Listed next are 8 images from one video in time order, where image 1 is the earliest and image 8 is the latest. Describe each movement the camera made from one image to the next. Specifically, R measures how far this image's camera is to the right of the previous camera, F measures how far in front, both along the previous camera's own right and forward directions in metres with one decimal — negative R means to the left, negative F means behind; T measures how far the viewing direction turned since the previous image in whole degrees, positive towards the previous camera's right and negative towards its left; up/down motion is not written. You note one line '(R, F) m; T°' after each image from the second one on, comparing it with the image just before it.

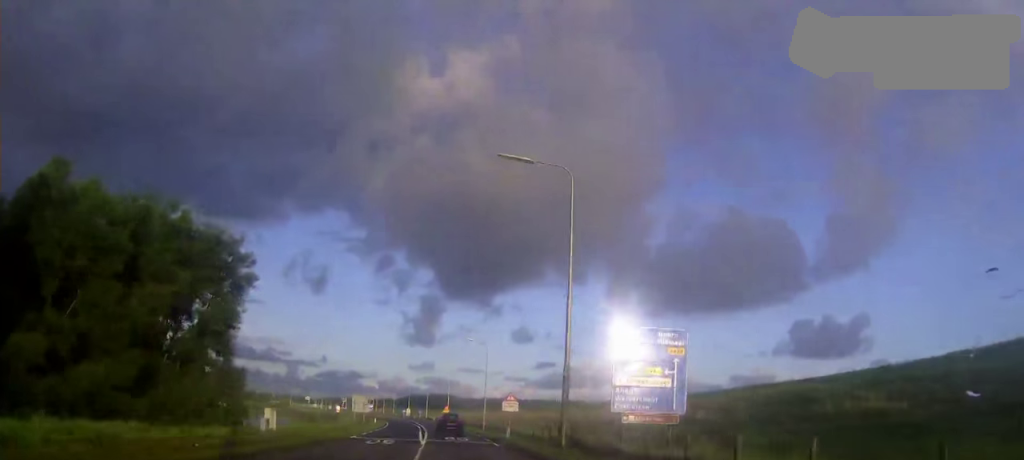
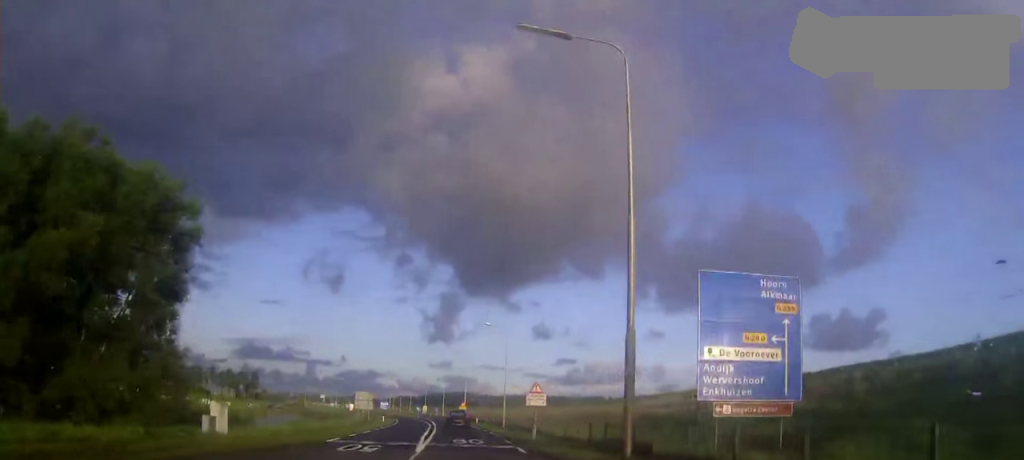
(-0.1, +8.7) m; -1°
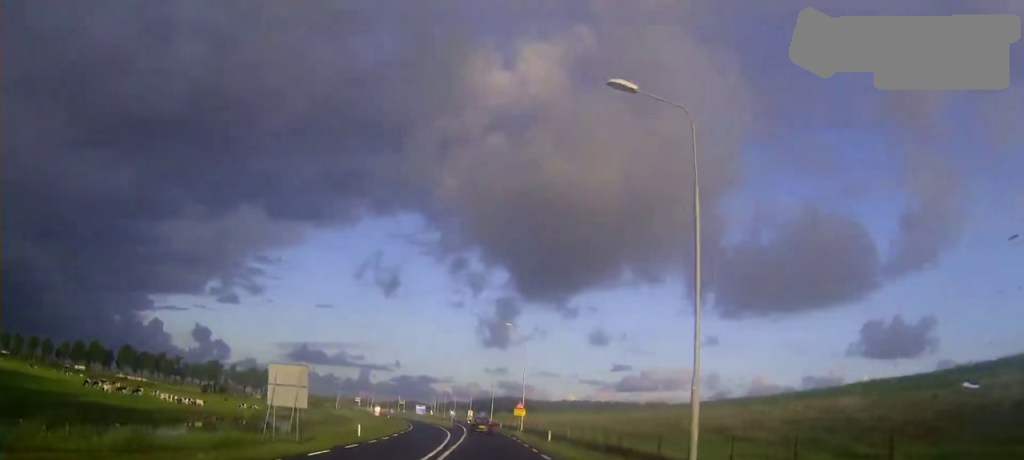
(-2.5, +41.7) m; -6°
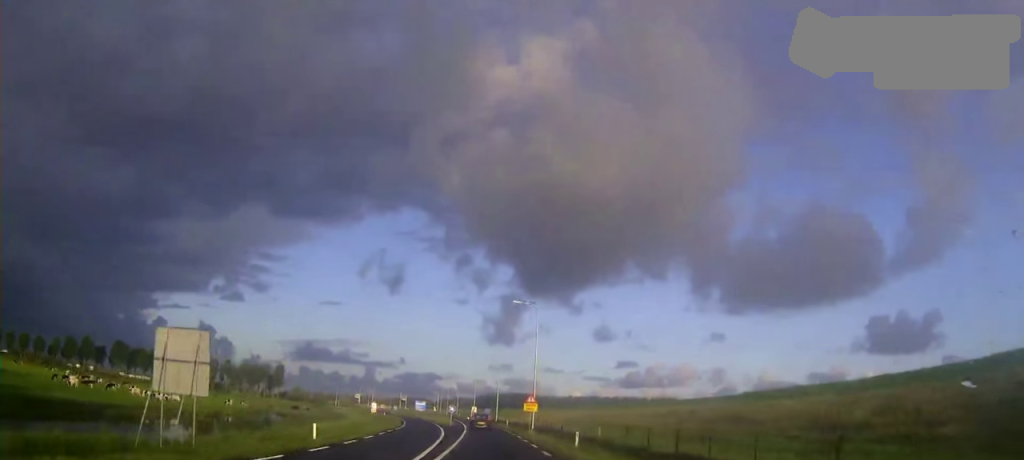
(0.0, +11.3) m; +1°
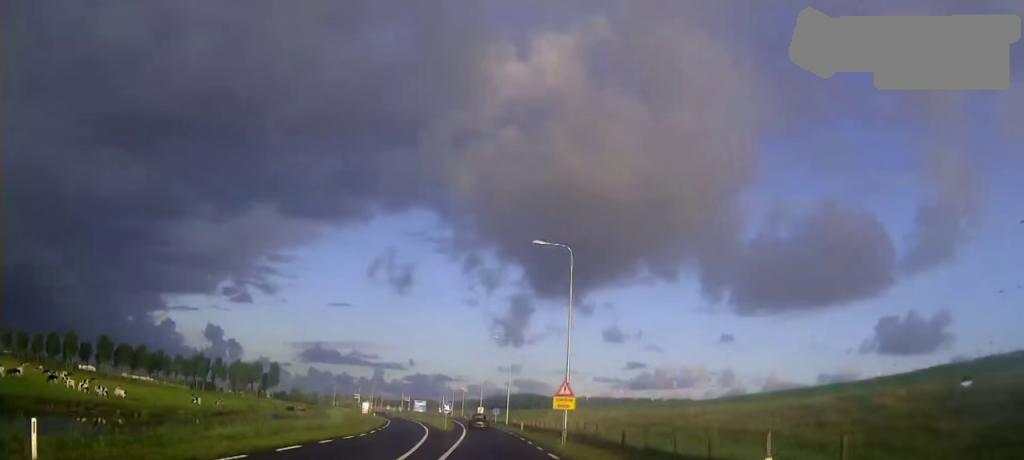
(+0.2, +19.2) m; -1°
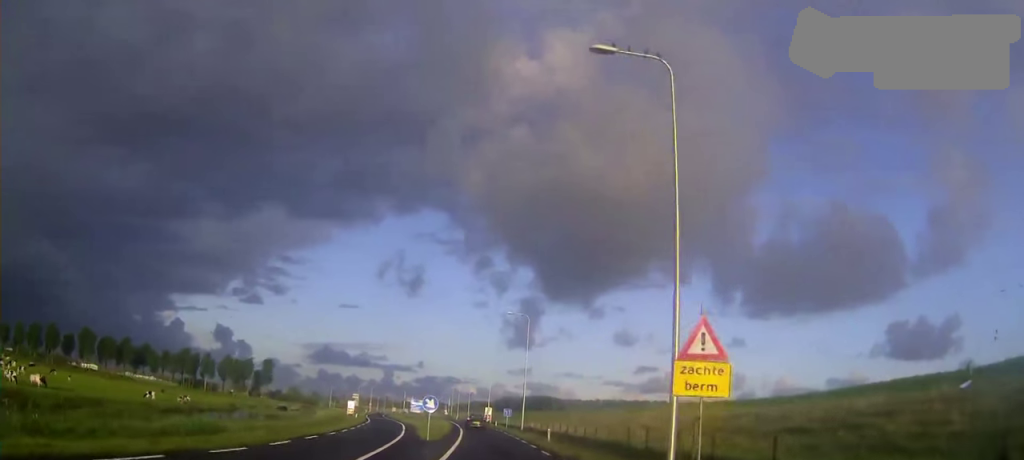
(-0.6, +21.1) m; -3°
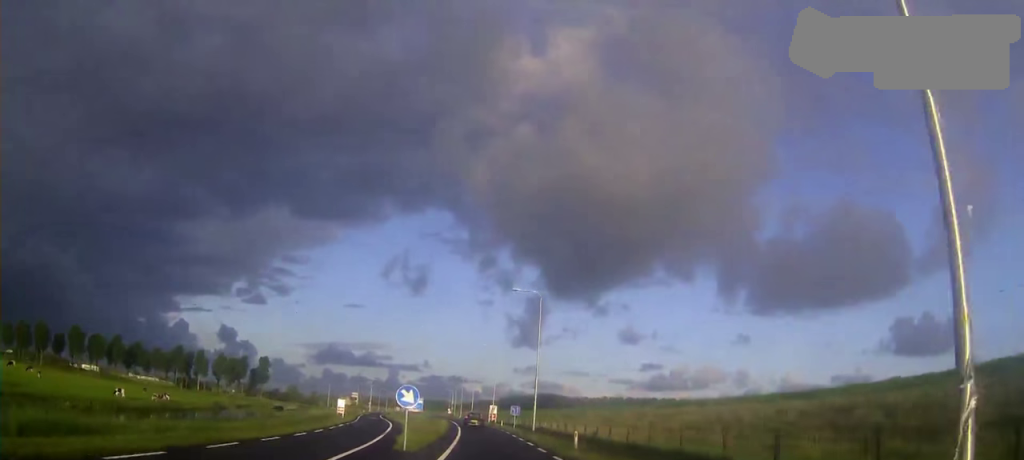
(-0.2, +10.6) m; -1°
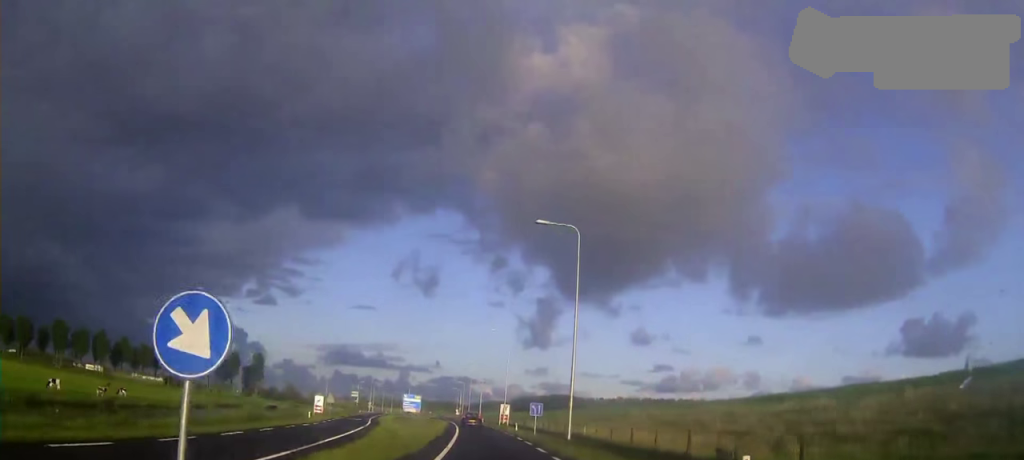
(-0.1, +18.2) m; 0°
